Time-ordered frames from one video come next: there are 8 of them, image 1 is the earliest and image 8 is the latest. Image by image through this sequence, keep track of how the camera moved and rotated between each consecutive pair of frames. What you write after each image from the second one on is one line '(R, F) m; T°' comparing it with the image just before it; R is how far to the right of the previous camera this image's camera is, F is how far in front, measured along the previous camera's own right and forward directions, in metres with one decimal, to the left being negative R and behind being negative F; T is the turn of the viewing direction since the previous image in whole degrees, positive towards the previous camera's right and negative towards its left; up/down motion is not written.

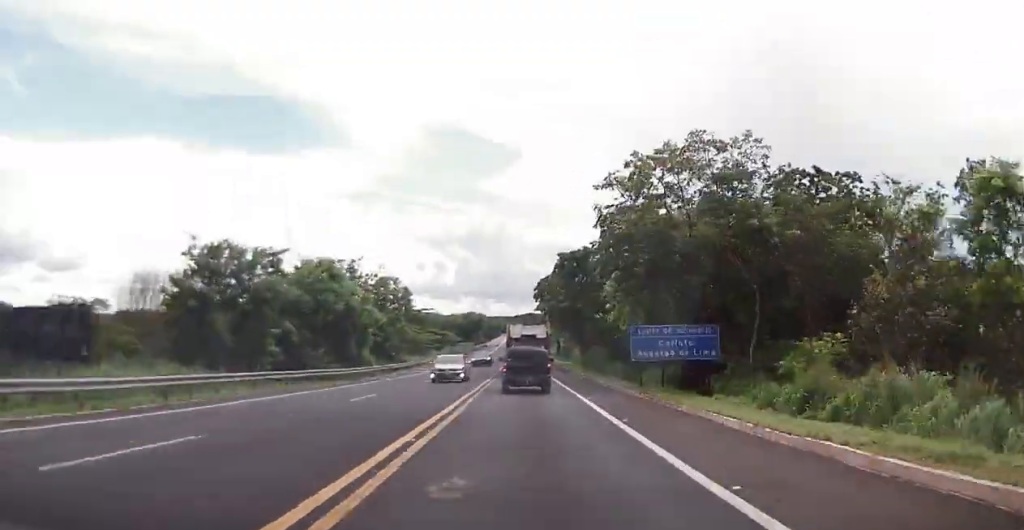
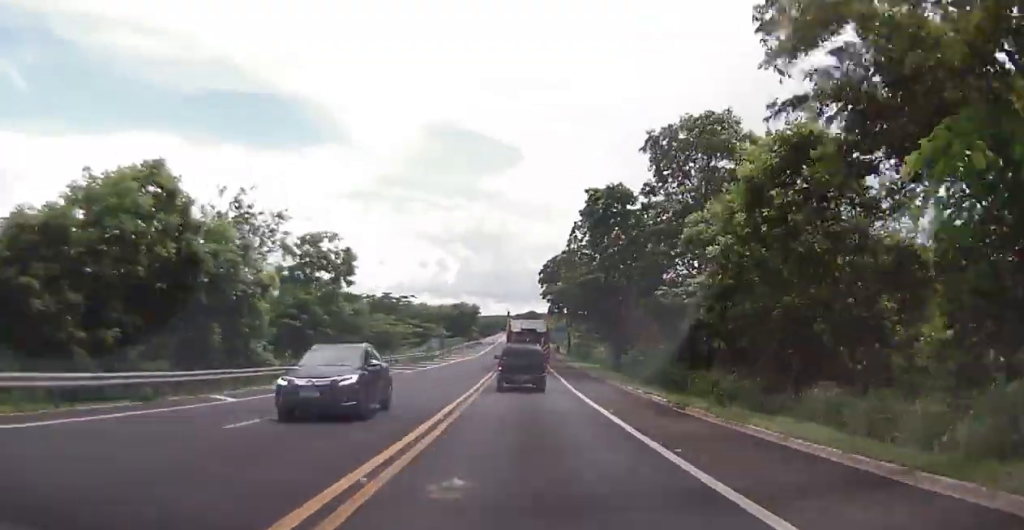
(-0.1, +25.9) m; -1°
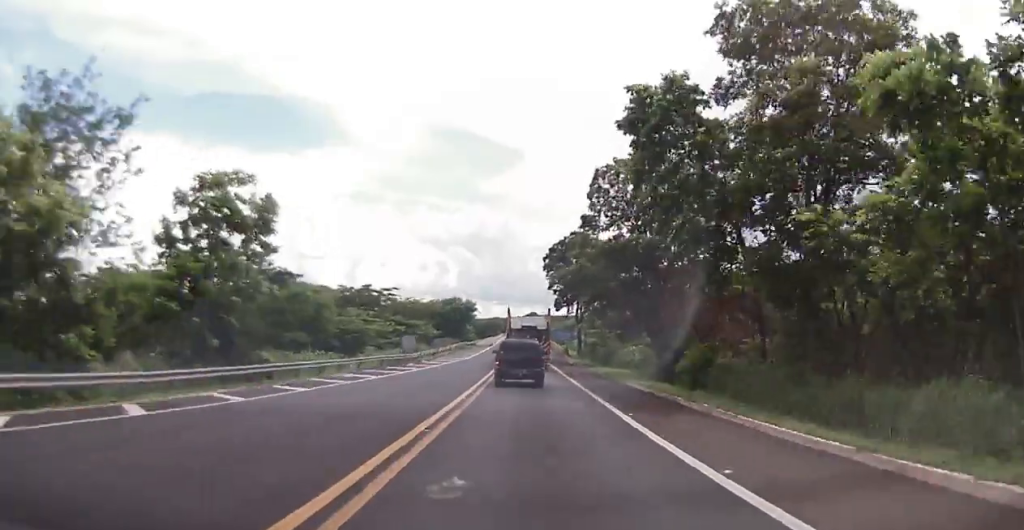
(-0.3, +16.3) m; +1°
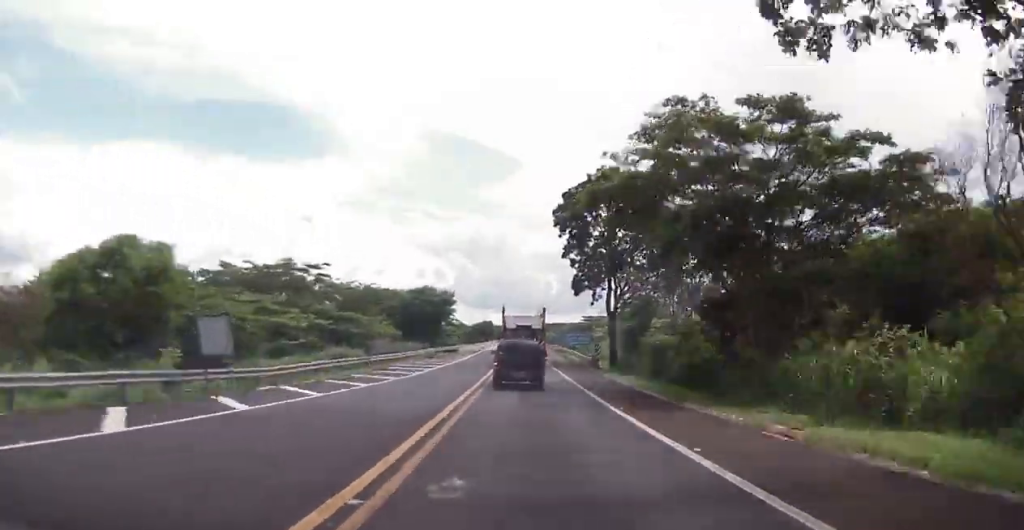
(+0.6, +33.7) m; 0°
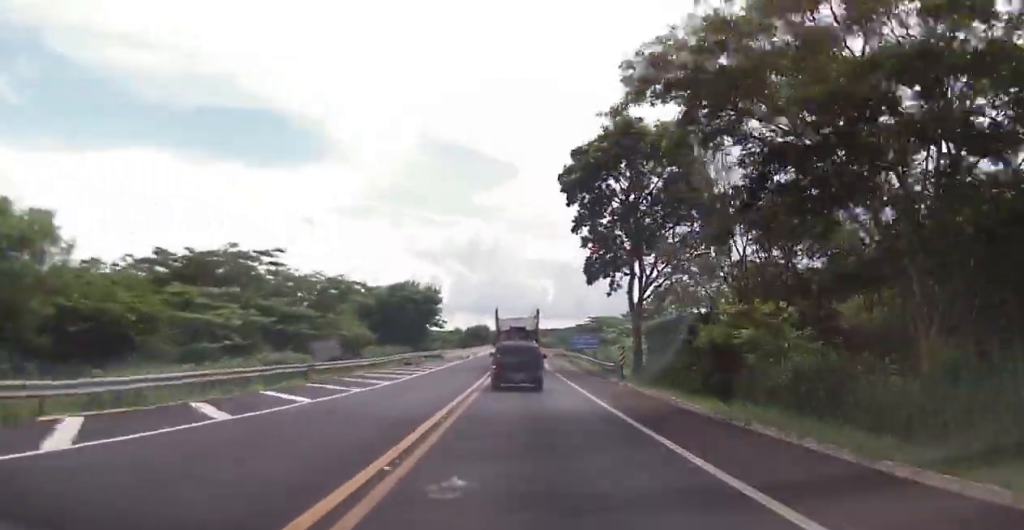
(-0.3, +12.3) m; 0°
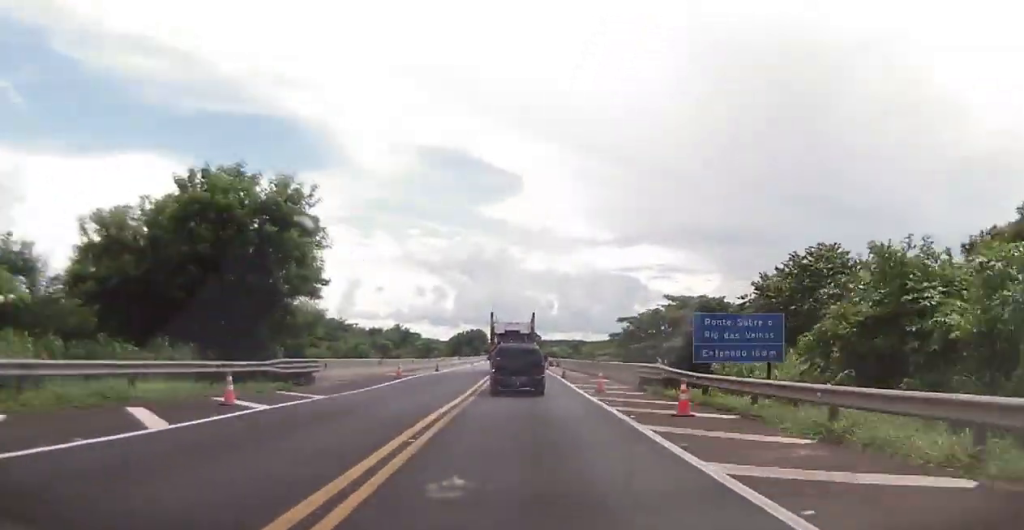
(+0.2, +49.6) m; +1°
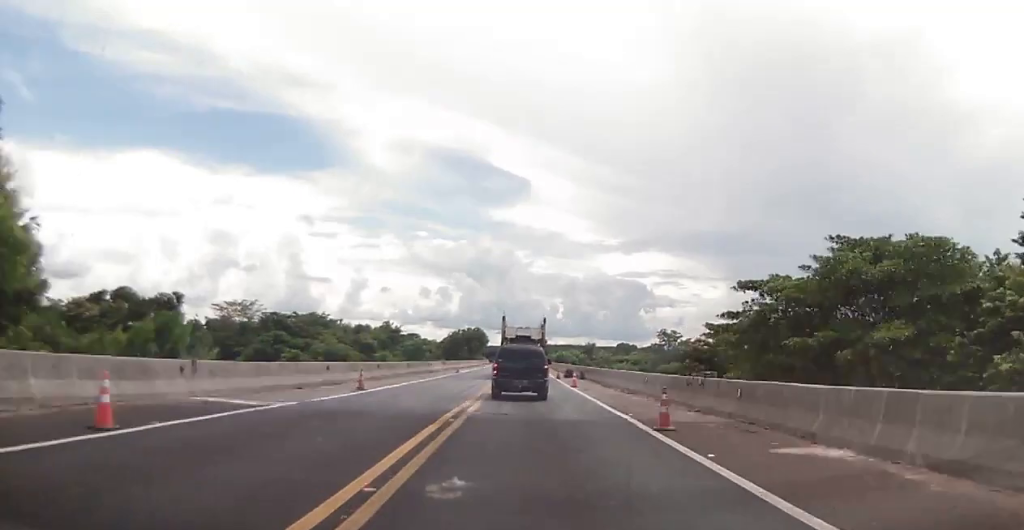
(+0.3, +25.6) m; -1°
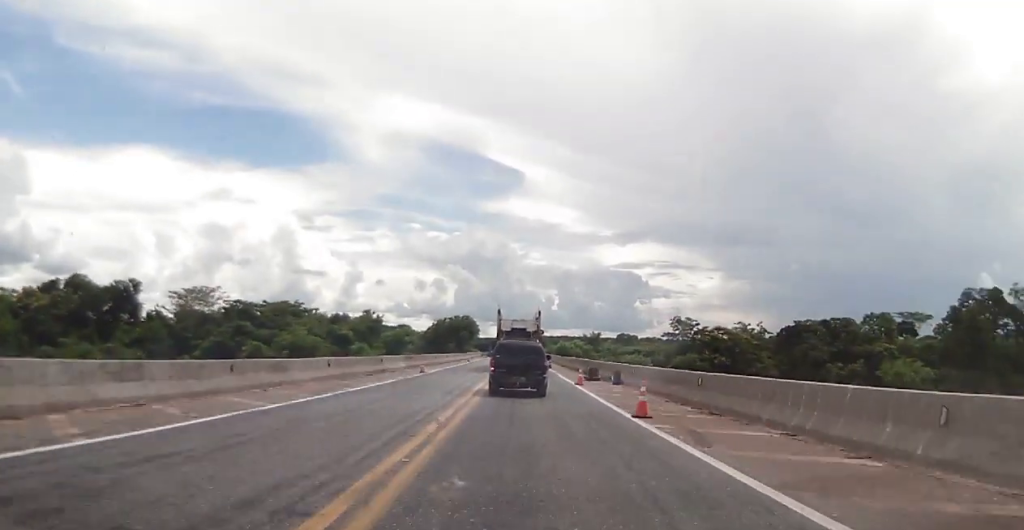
(-0.4, +20.4) m; -1°
